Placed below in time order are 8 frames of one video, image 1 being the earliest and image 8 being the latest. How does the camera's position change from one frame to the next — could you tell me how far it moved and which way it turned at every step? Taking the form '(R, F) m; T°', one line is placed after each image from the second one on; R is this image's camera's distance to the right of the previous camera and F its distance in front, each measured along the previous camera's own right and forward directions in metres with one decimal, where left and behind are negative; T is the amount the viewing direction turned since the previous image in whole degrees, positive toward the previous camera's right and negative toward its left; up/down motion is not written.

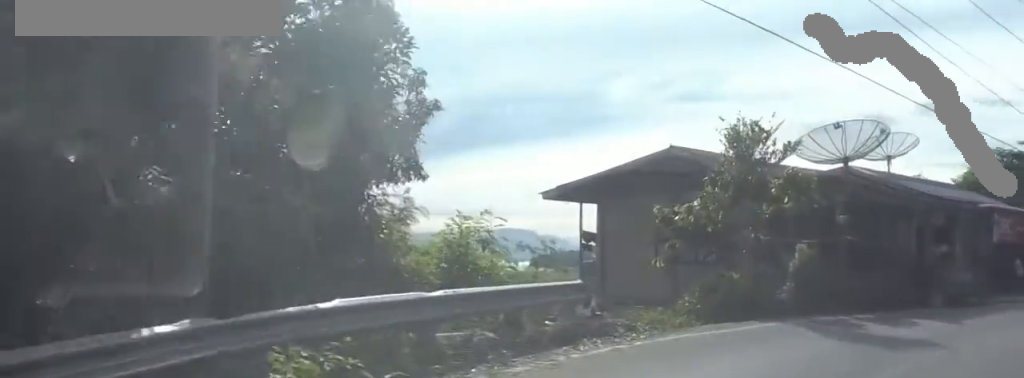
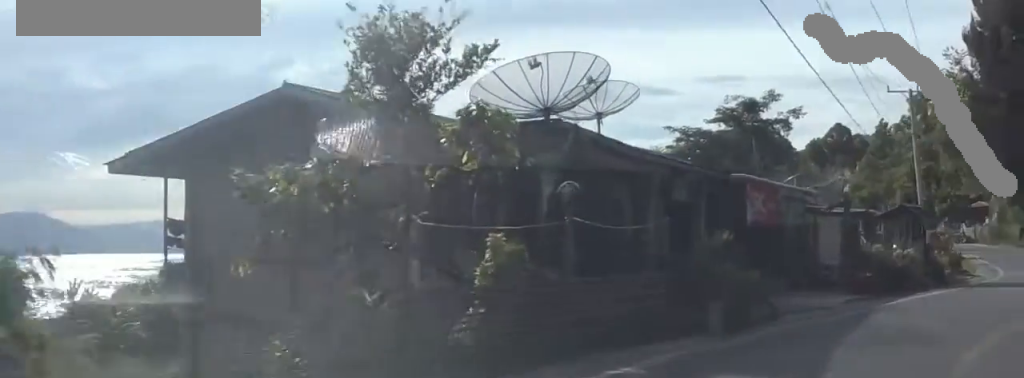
(+2.0, +9.7) m; +22°
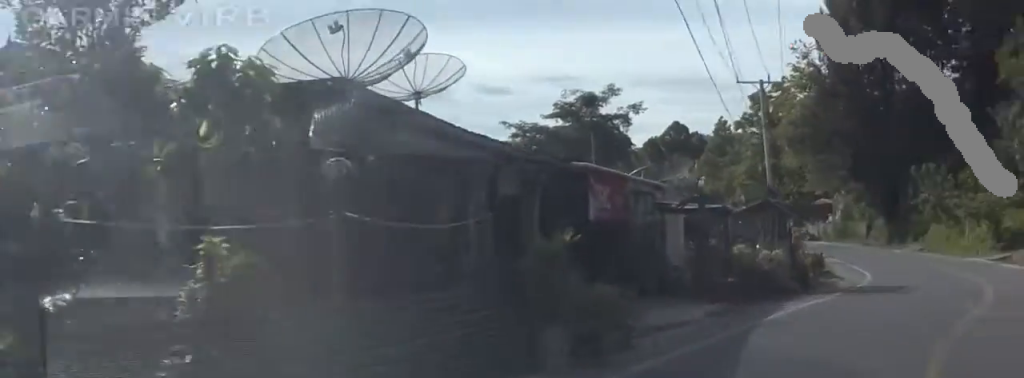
(+0.3, +4.0) m; +5°
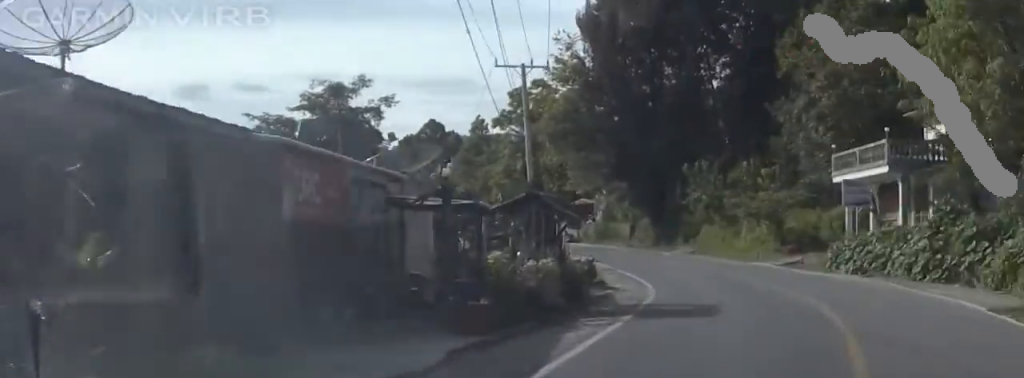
(+0.4, +6.0) m; +4°
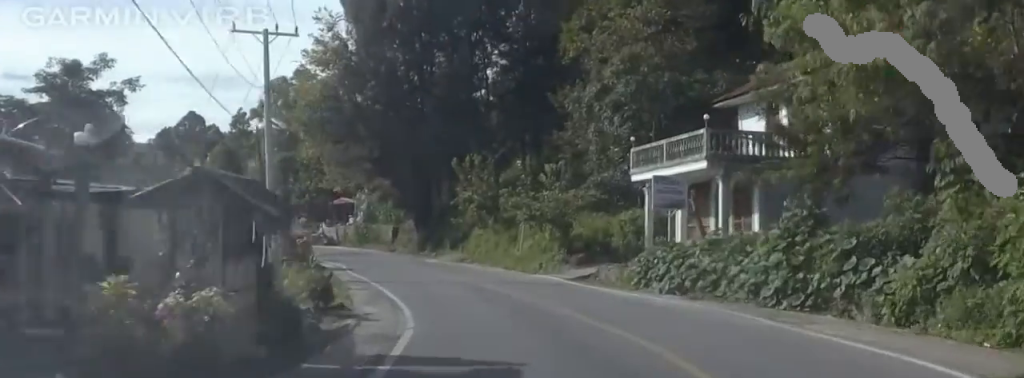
(+0.1, +7.3) m; +6°
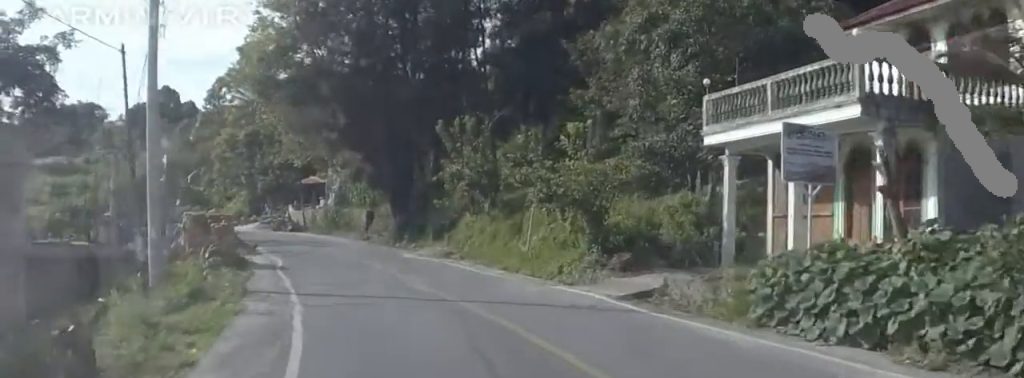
(+1.2, +11.2) m; +3°
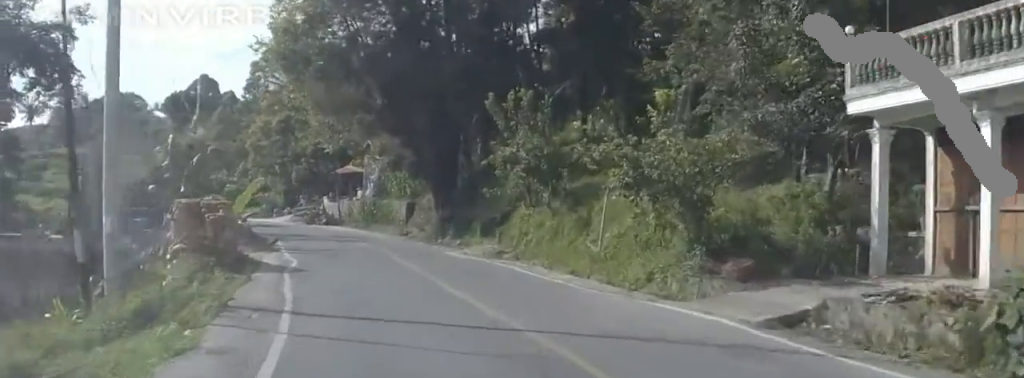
(-0.2, +5.2) m; -2°
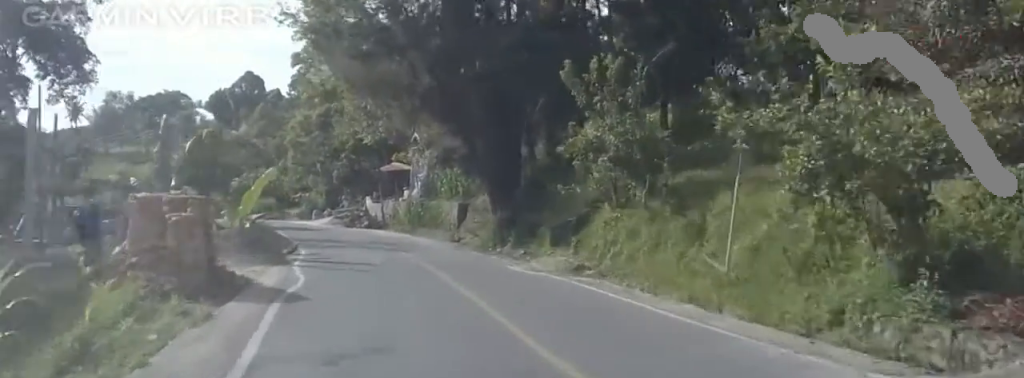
(-0.6, +6.2) m; -3°
